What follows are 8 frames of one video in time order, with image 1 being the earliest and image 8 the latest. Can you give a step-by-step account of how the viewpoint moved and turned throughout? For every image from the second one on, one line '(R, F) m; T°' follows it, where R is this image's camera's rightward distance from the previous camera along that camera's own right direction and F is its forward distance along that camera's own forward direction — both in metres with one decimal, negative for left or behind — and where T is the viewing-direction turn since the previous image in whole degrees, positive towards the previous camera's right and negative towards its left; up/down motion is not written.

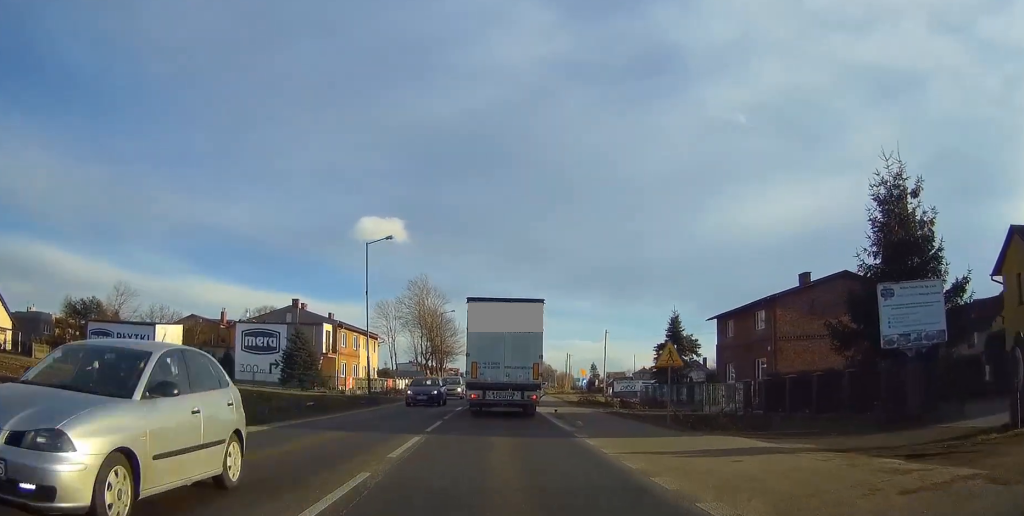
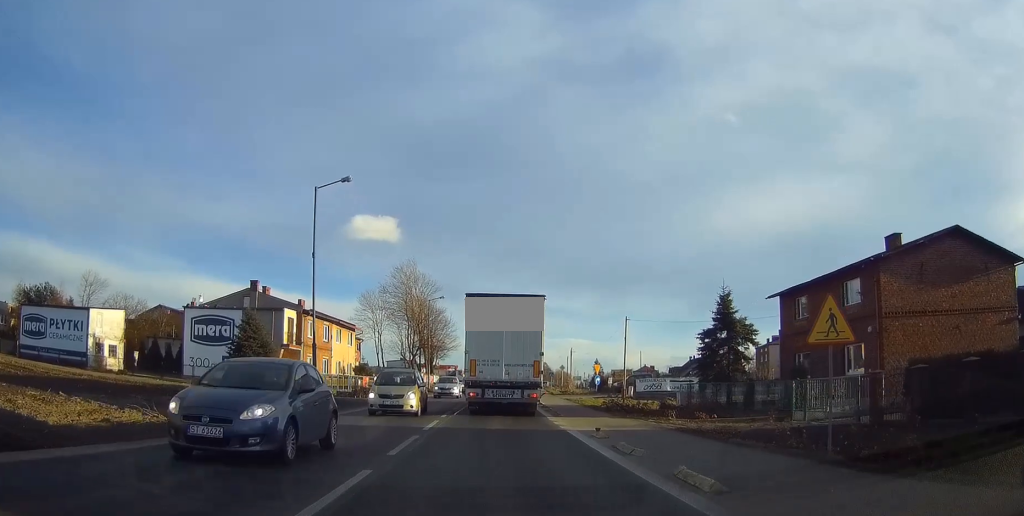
(0.0, +11.8) m; 0°
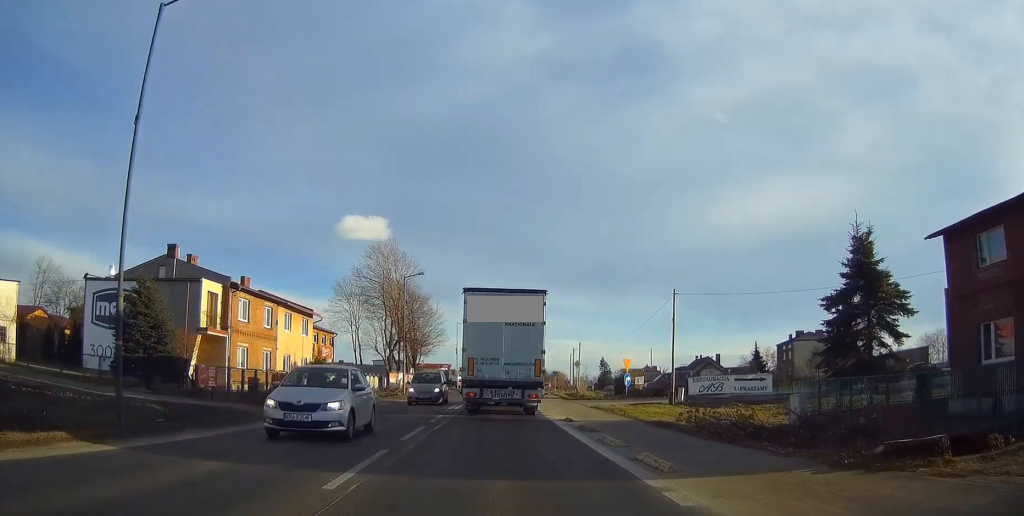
(0.0, +15.7) m; 0°
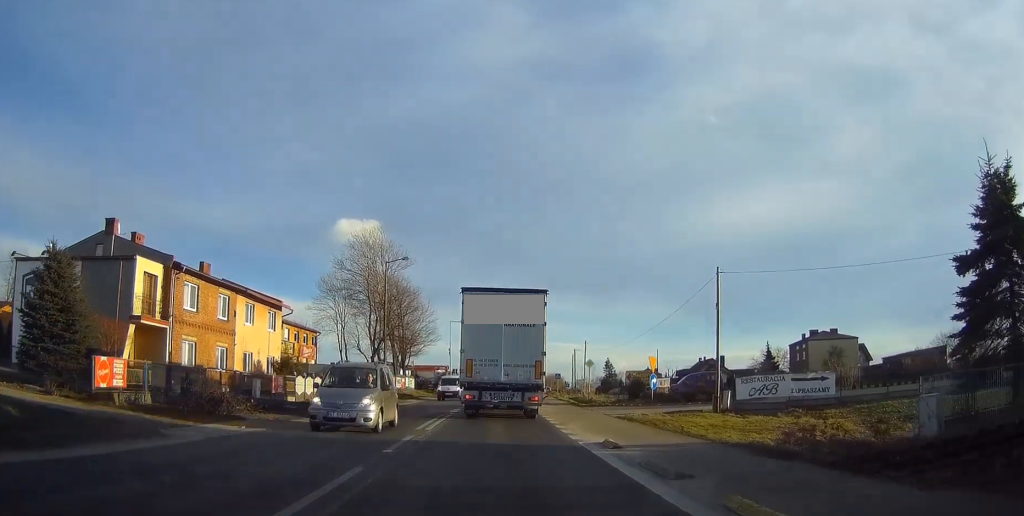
(0.0, +8.0) m; 0°
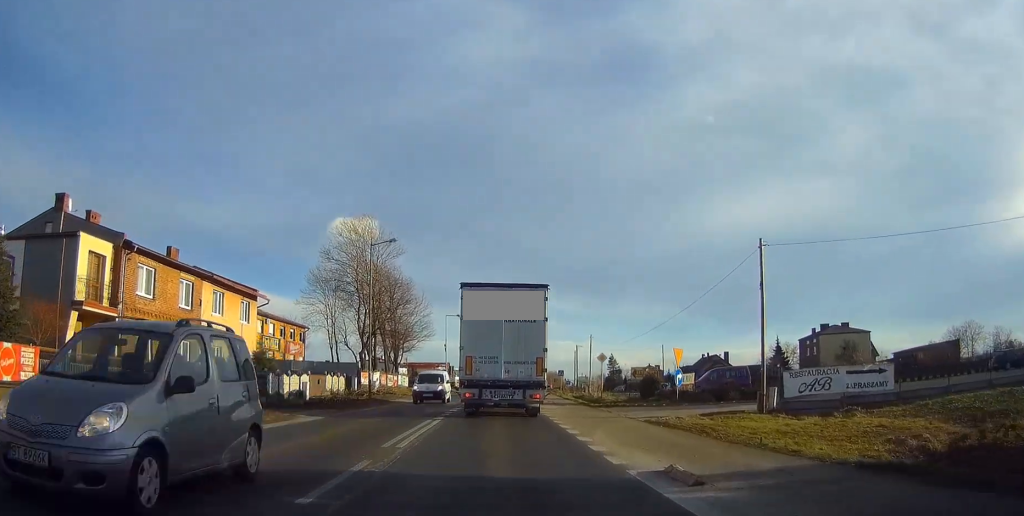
(0.0, +5.1) m; 0°
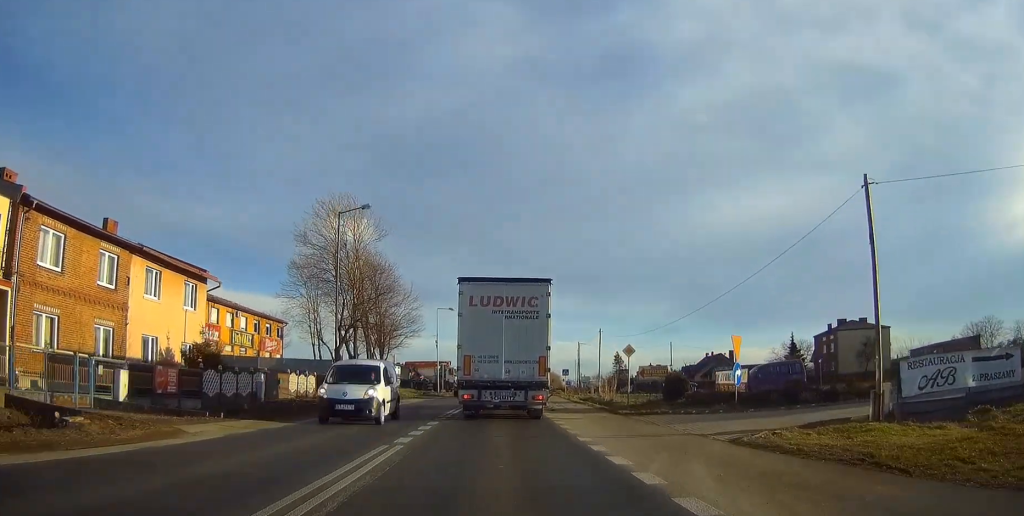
(0.0, +7.9) m; +1°
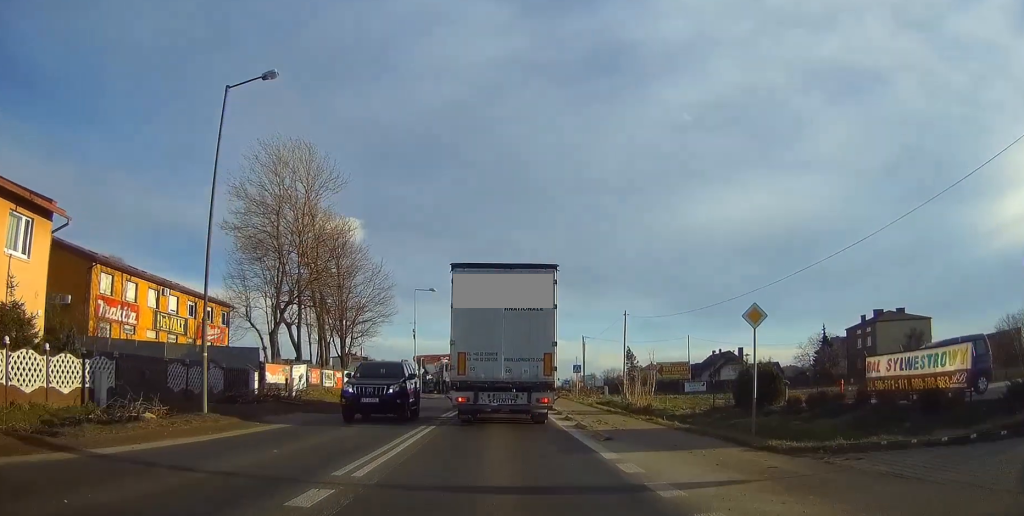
(+0.2, +15.0) m; +1°
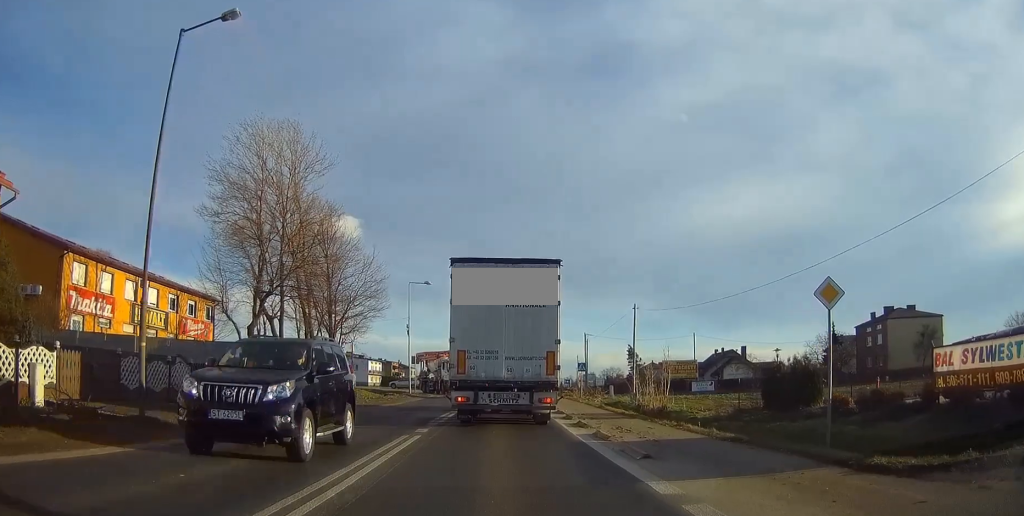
(0.0, +3.9) m; 0°
